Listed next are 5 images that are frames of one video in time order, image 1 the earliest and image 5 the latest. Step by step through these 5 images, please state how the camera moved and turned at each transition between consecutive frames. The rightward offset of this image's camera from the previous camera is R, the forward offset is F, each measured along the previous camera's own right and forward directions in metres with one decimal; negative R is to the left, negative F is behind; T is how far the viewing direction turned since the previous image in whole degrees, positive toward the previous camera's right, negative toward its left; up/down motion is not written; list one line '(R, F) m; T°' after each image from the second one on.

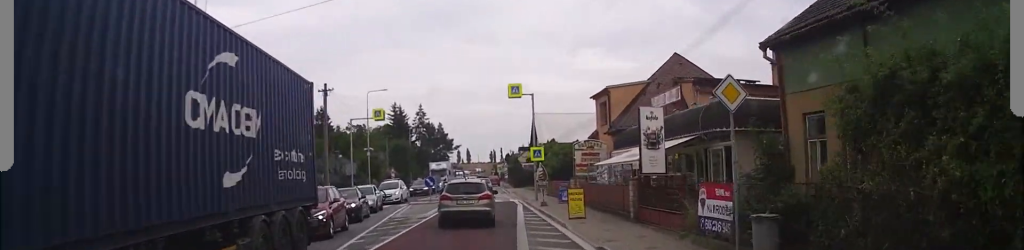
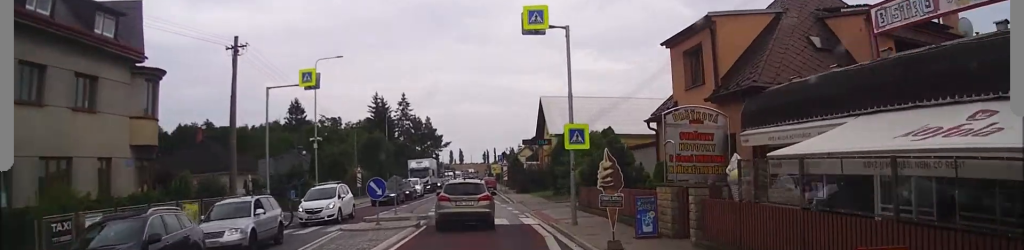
(-0.1, +16.6) m; -2°
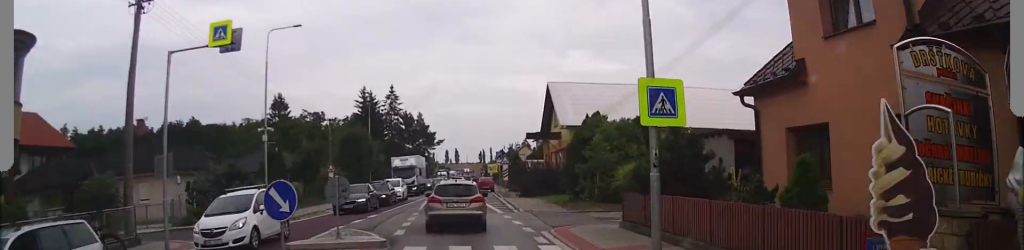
(-0.2, +9.5) m; +1°
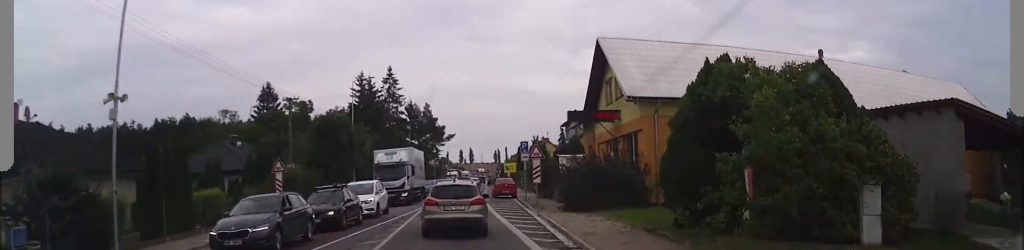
(+0.5, +15.9) m; +3°
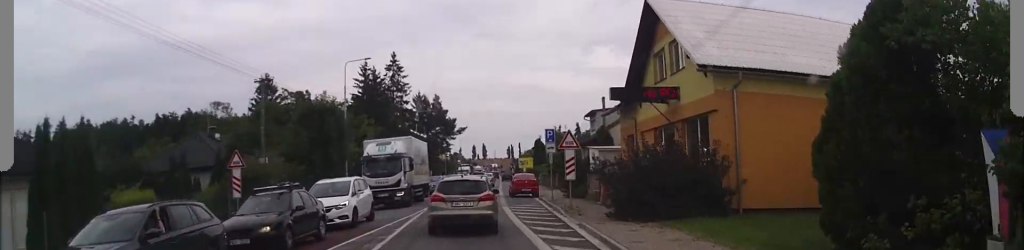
(0.0, +7.5) m; 0°
